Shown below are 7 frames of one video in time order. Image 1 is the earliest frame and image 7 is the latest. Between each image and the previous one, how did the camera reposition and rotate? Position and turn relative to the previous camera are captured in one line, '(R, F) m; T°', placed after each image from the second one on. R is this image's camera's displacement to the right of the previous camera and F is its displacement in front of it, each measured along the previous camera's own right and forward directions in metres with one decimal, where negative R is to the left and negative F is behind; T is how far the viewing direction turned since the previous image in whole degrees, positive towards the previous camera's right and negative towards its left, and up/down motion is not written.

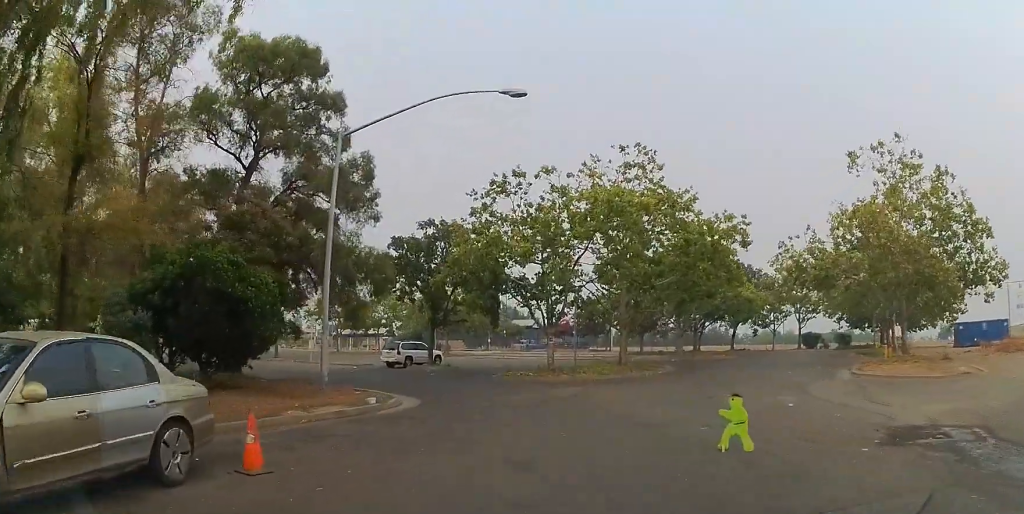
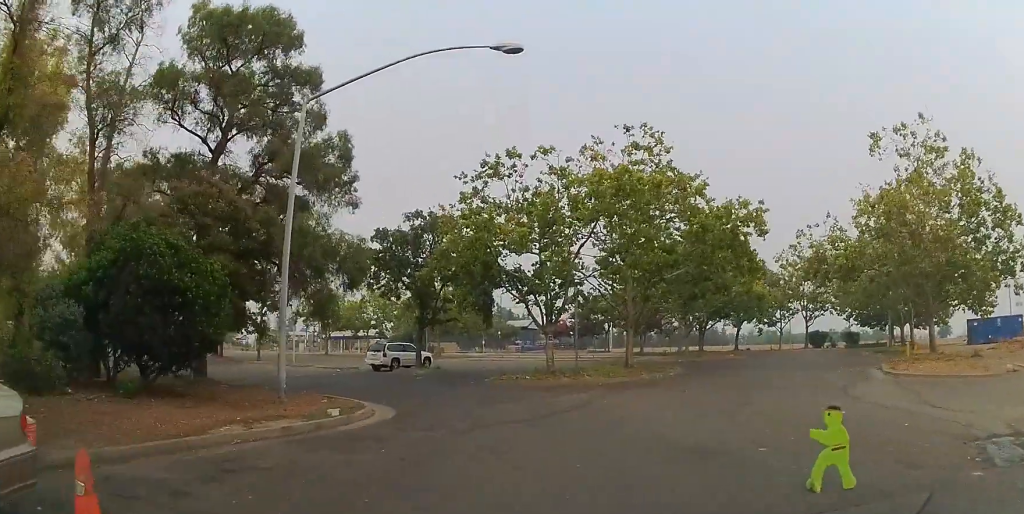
(+0.2, +2.8) m; +2°
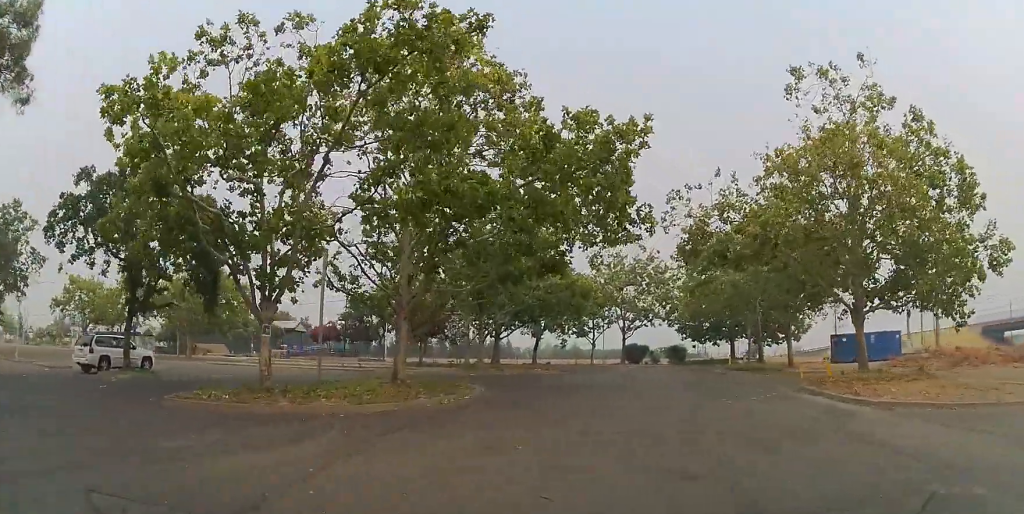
(+1.0, +9.8) m; +22°
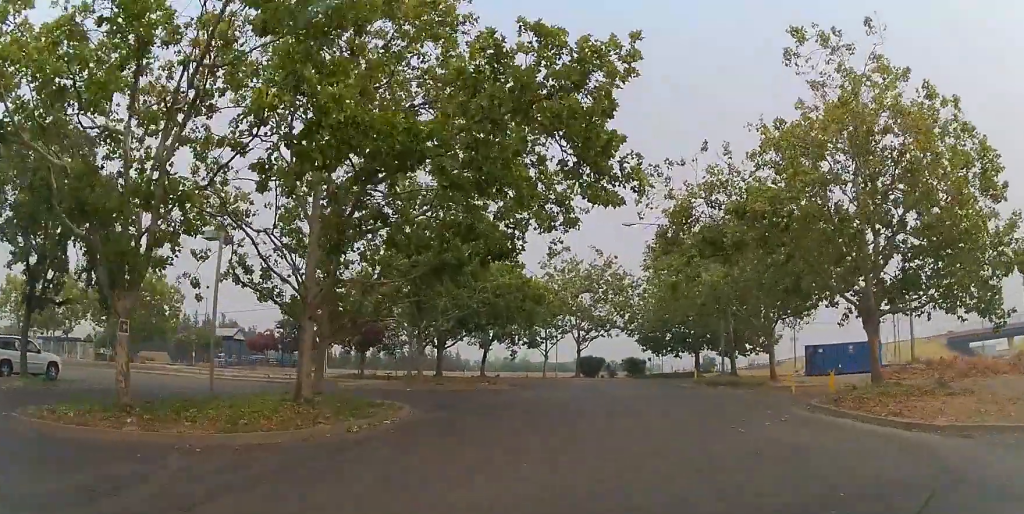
(+0.5, +3.5) m; +8°
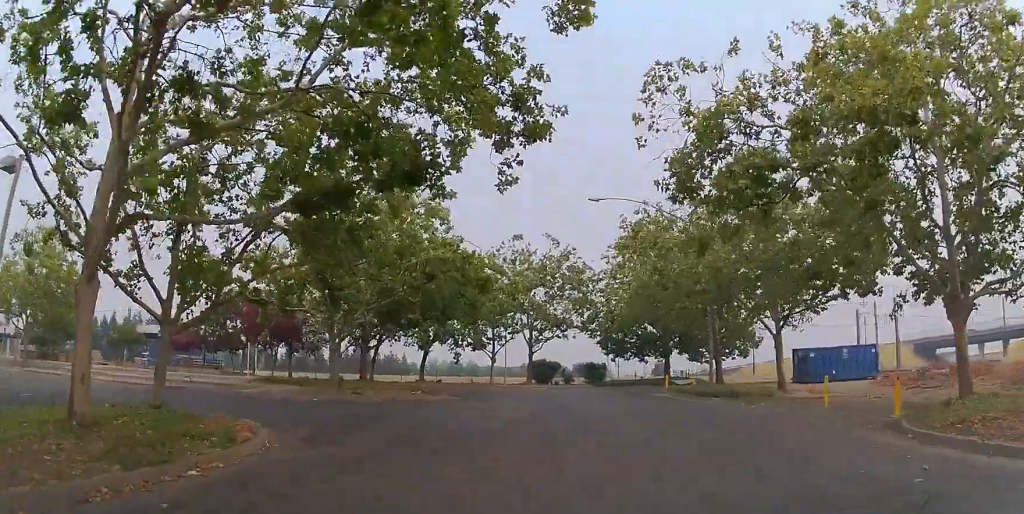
(+0.2, +5.9) m; 0°
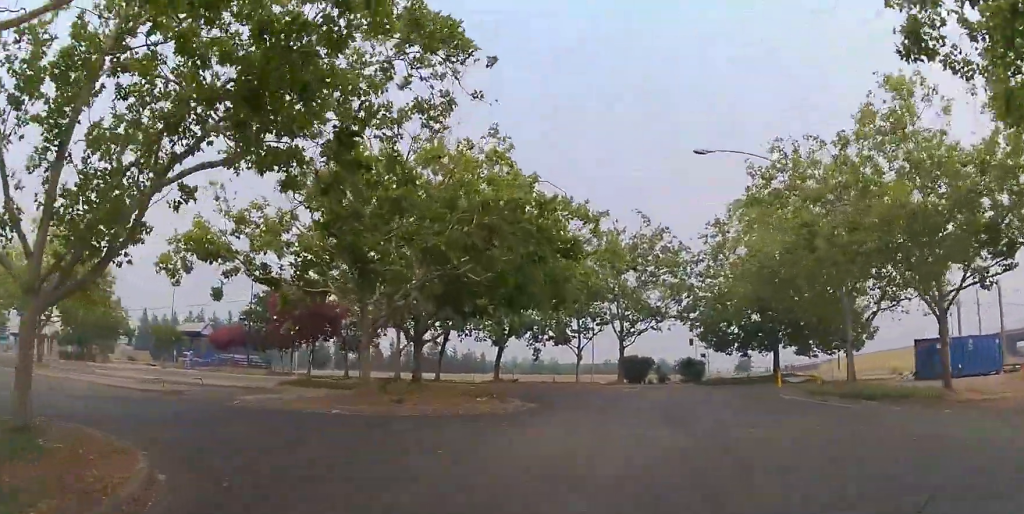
(-0.1, +6.3) m; -11°
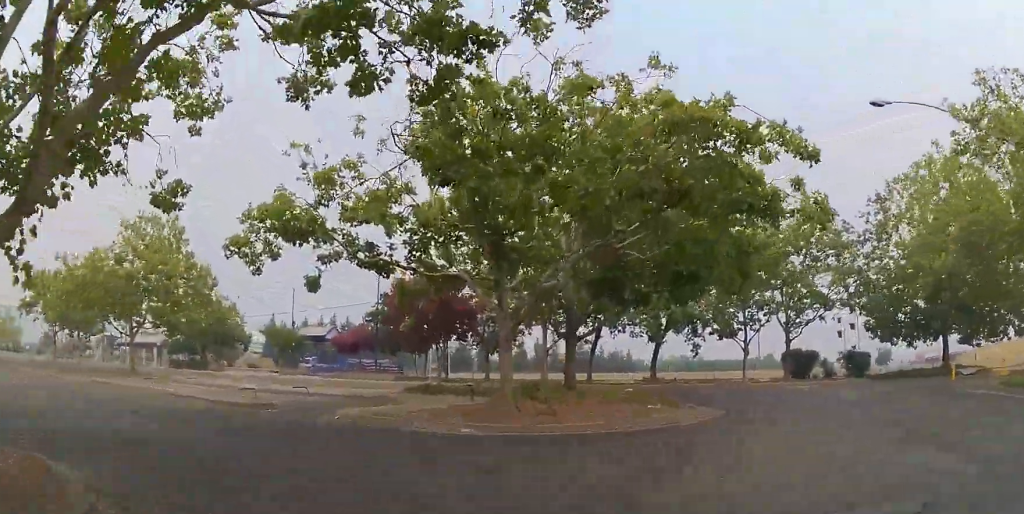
(-0.7, +4.1) m; -15°
